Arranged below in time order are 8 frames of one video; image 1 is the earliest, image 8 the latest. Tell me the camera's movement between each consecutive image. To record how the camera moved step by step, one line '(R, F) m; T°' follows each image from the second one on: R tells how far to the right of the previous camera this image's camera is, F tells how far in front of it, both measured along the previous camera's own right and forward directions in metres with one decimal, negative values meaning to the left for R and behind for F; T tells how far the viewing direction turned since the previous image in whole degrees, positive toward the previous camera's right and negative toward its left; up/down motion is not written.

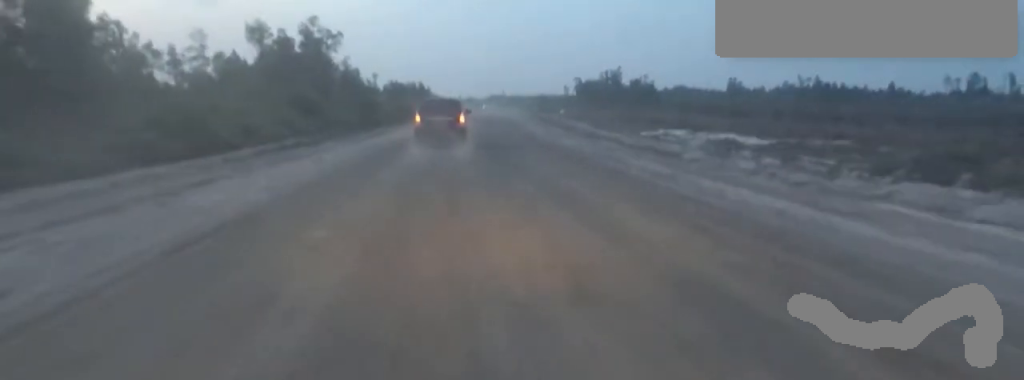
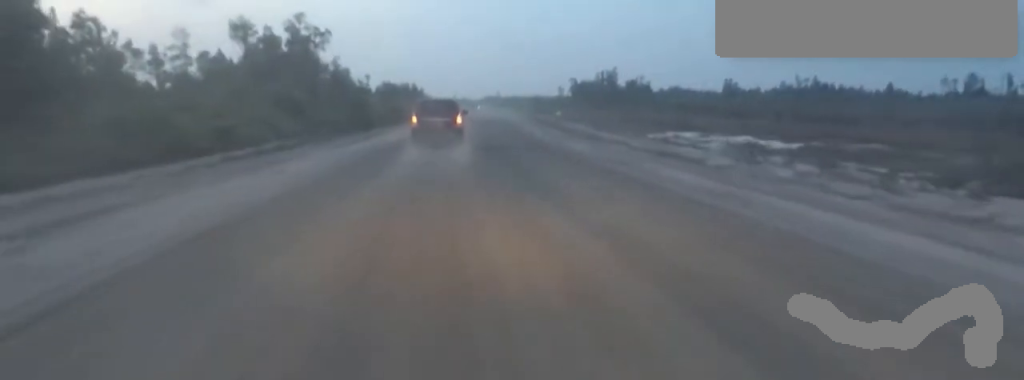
(+0.1, +3.8) m; -2°
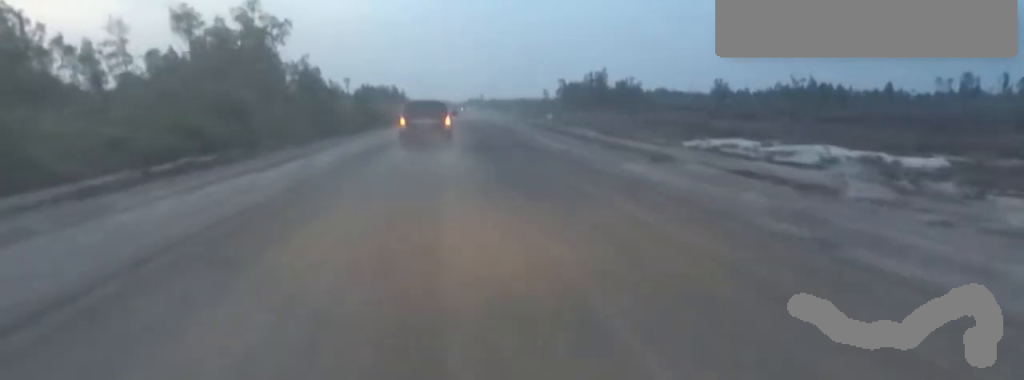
(-0.3, +11.4) m; +5°
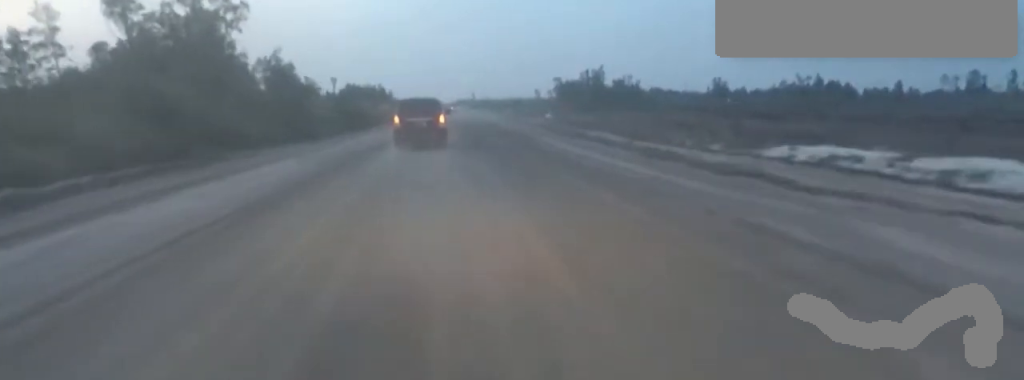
(+1.2, +11.4) m; +6°
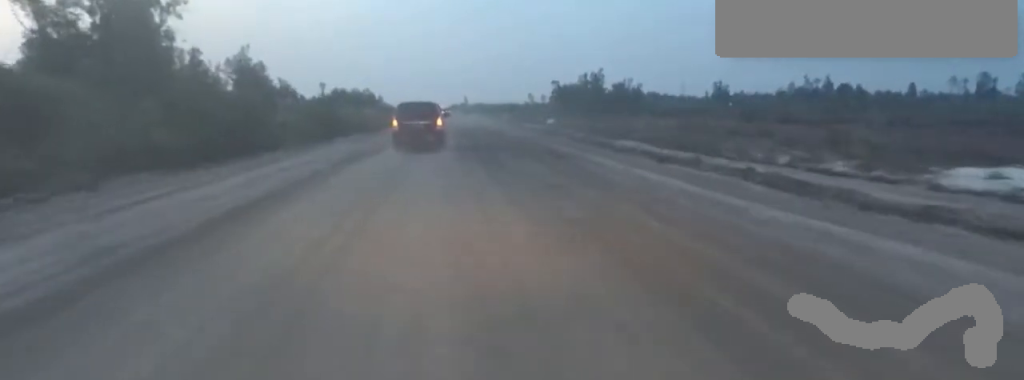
(0.0, +11.9) m; 0°
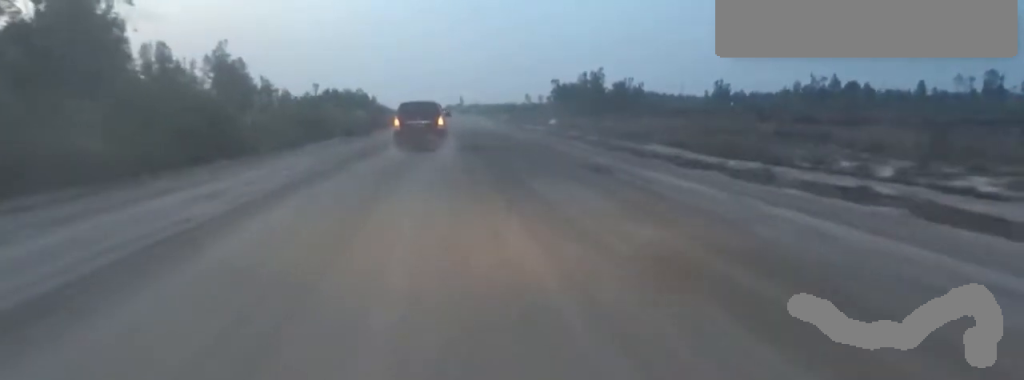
(0.0, +6.7) m; 0°
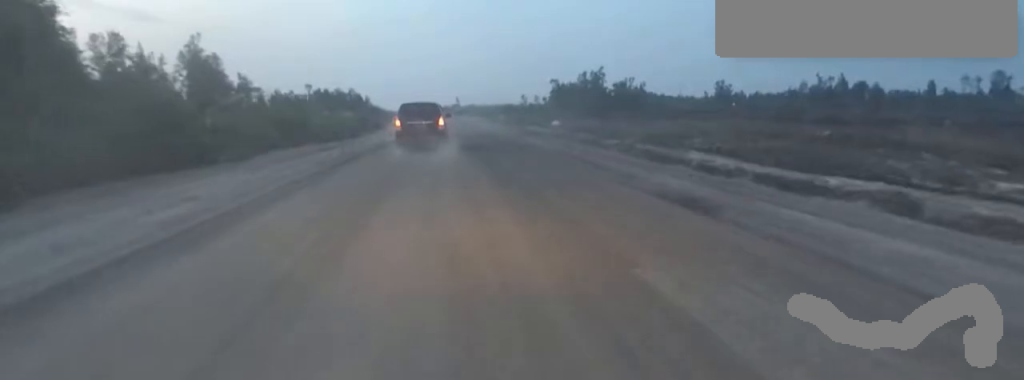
(0.0, +7.0) m; 0°
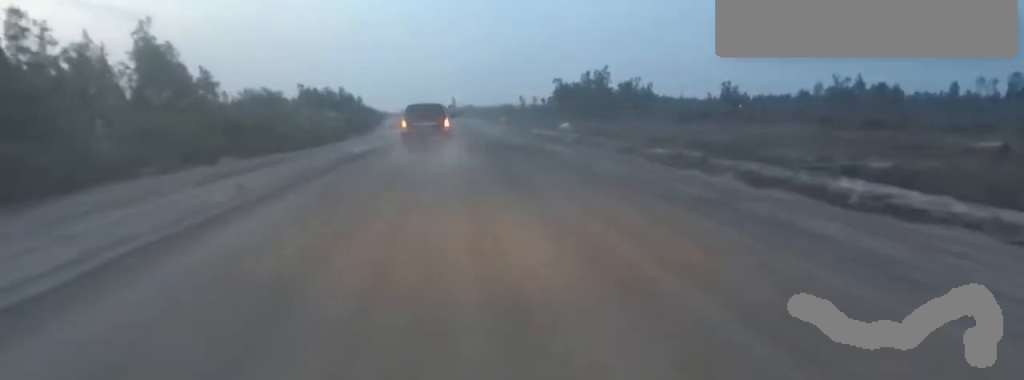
(0.0, +11.0) m; 0°
